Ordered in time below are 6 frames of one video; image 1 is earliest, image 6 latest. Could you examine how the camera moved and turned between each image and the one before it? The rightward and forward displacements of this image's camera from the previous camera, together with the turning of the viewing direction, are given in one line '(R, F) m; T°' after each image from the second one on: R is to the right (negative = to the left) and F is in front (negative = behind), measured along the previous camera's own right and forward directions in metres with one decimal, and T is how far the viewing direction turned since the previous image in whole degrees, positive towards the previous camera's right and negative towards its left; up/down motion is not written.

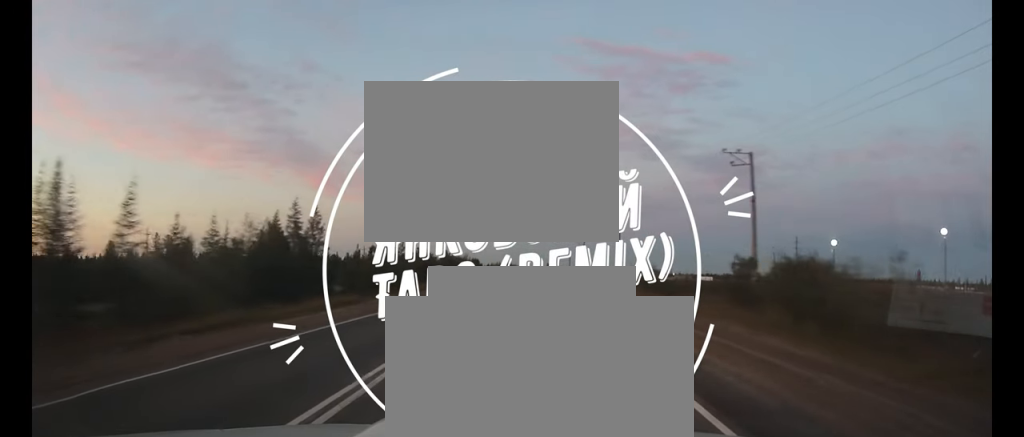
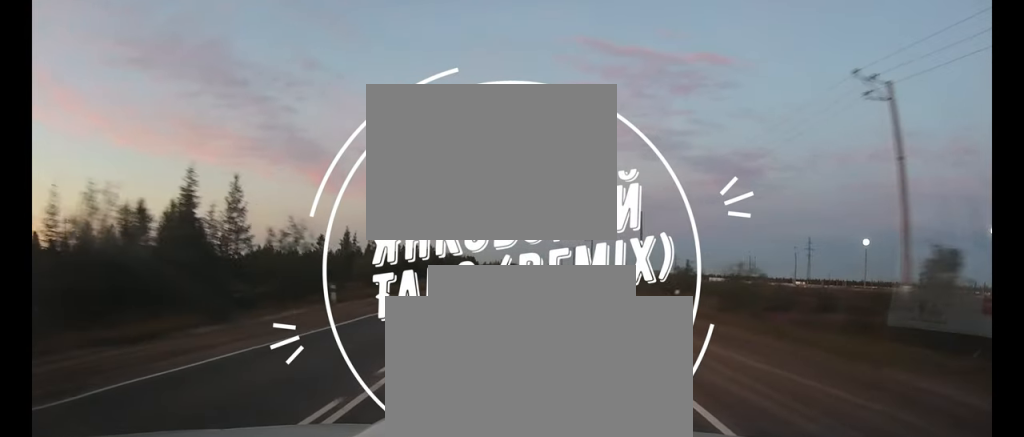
(0.0, +19.2) m; 0°
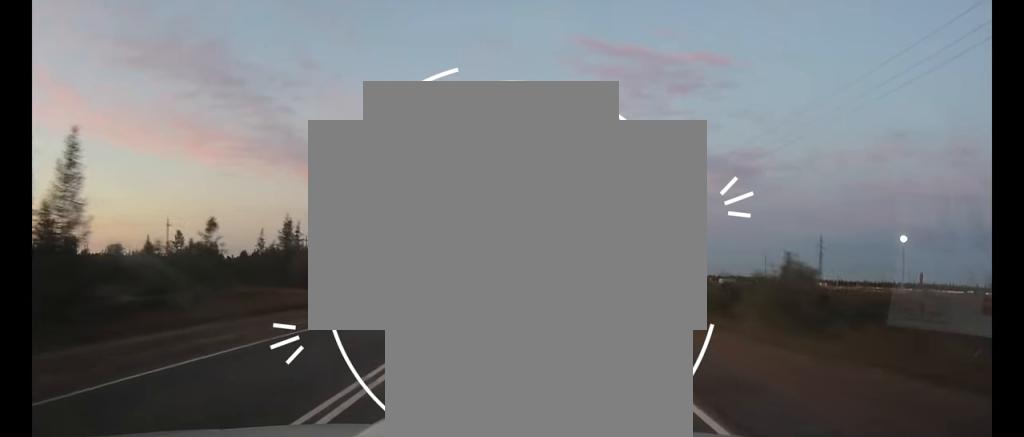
(0.0, +20.7) m; 0°
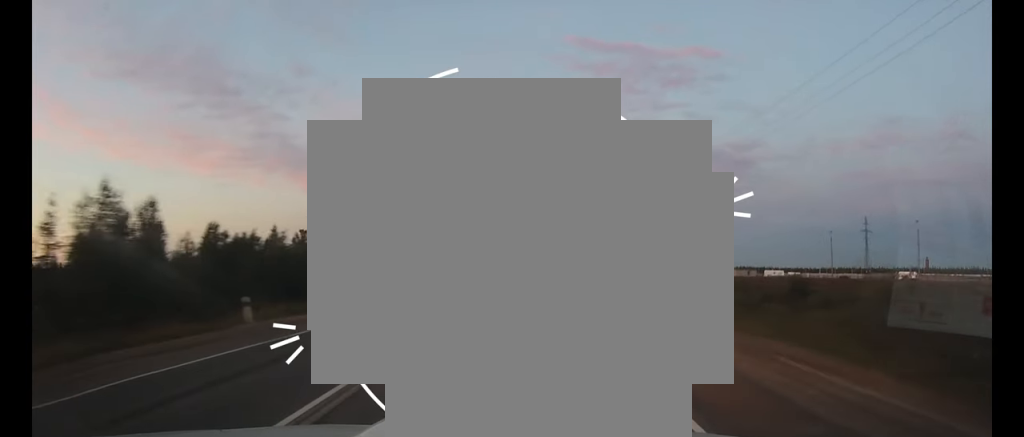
(+0.2, +56.3) m; 0°
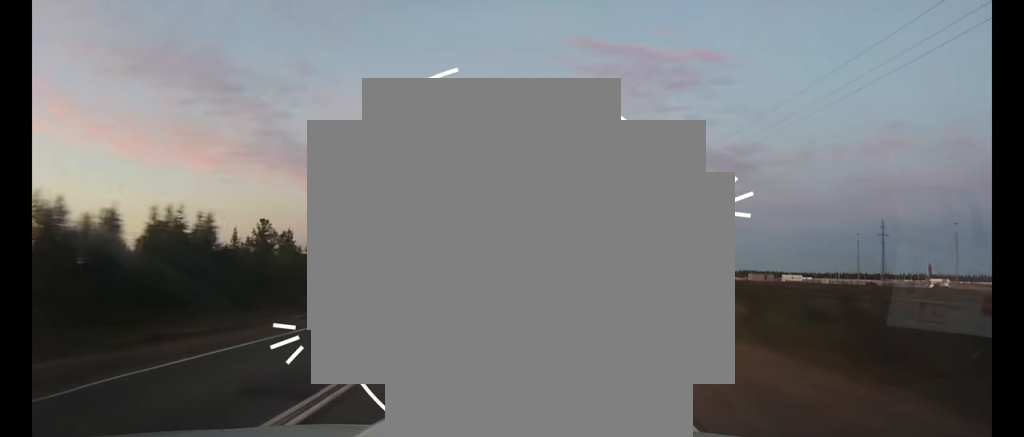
(0.0, +15.8) m; 0°
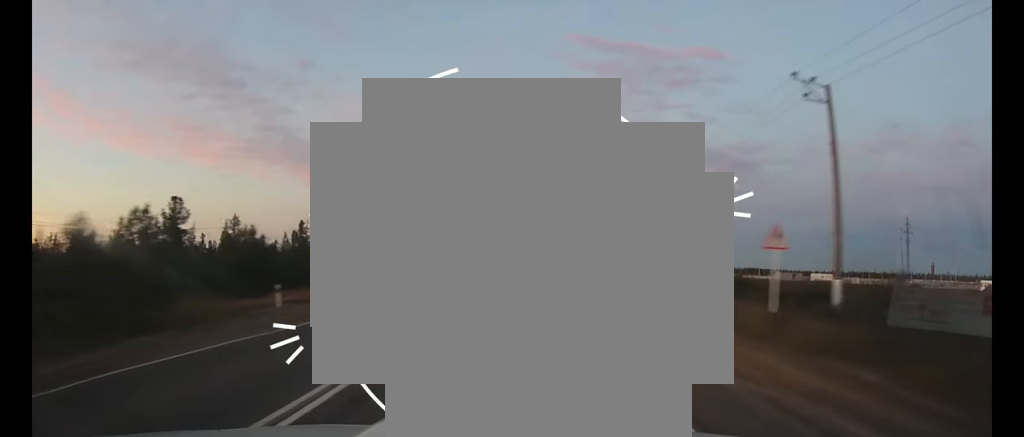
(0.0, +23.3) m; 0°
